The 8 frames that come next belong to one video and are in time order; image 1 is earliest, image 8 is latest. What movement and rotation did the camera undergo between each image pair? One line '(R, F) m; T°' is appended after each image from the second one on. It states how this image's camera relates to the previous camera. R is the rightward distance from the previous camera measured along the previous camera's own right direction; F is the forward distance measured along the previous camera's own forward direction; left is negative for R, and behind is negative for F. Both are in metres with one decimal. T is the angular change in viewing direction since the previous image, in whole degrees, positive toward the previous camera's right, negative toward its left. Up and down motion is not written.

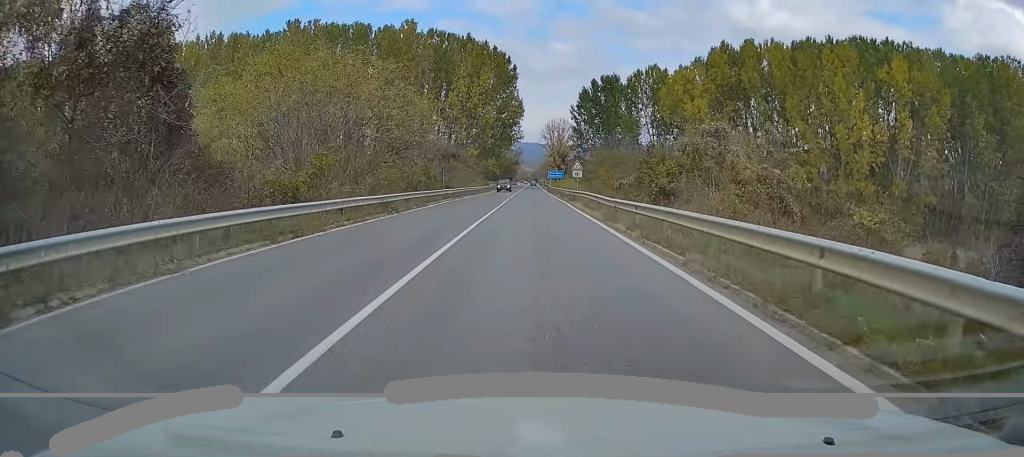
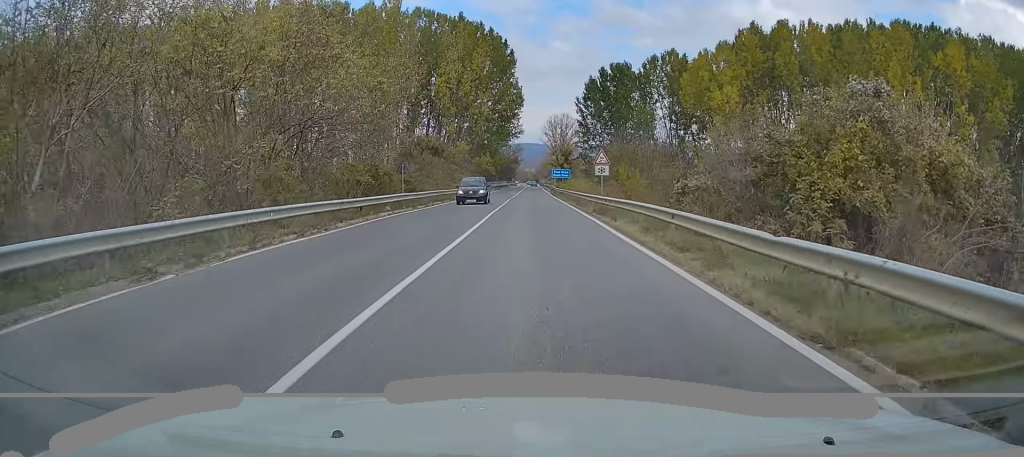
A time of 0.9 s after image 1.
(+0.1, +16.3) m; 0°
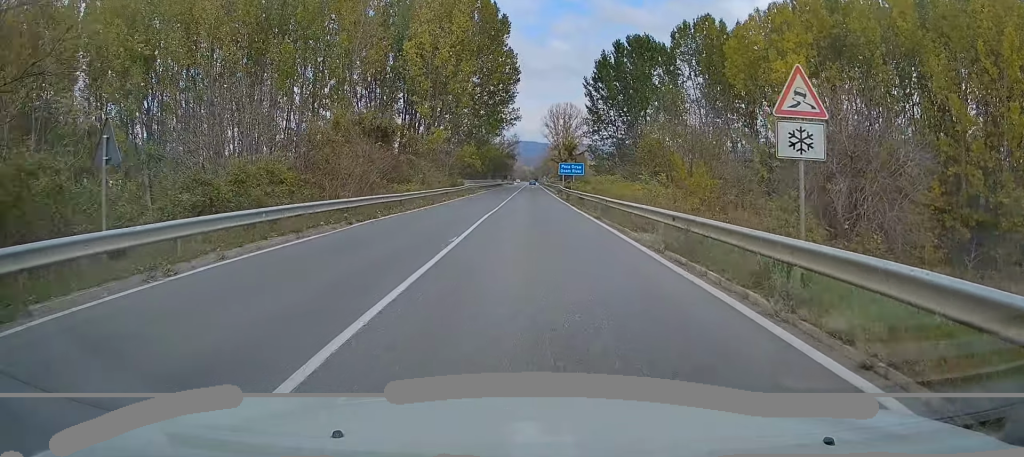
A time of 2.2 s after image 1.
(0.0, +24.6) m; 0°
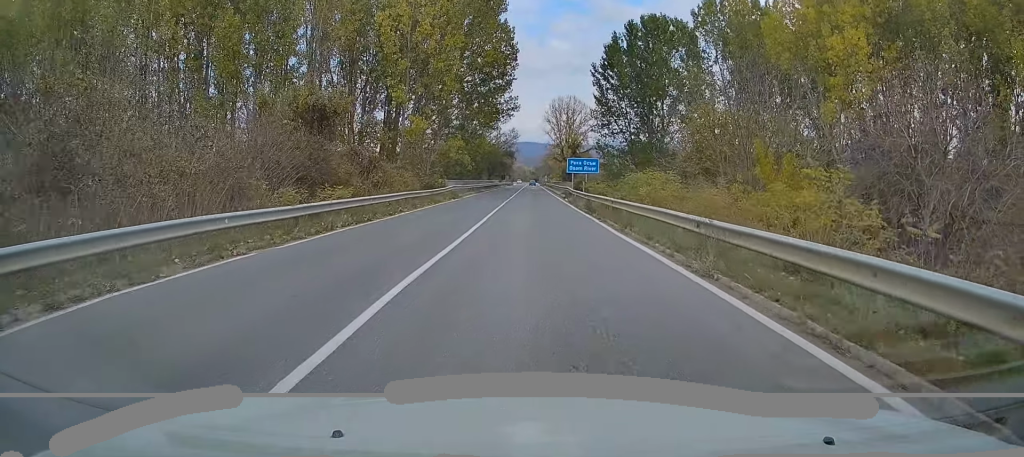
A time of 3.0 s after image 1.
(0.0, +14.0) m; 0°
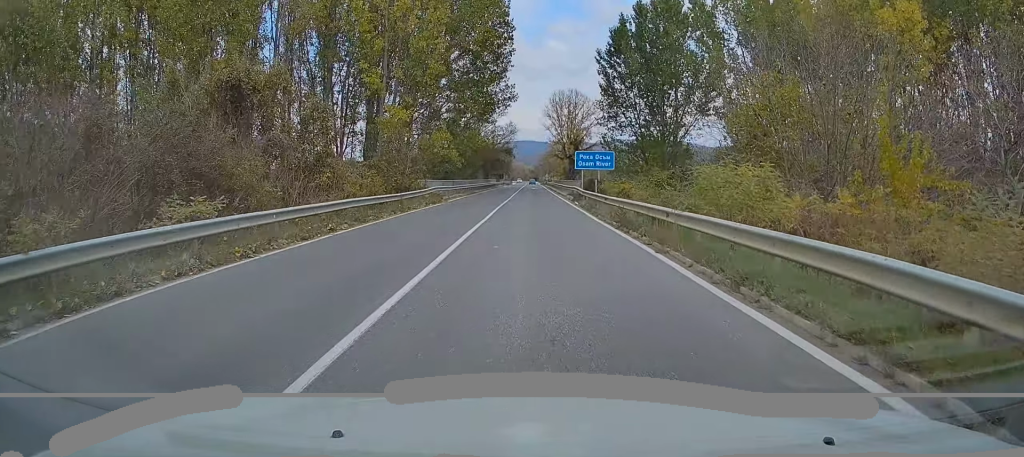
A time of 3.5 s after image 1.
(0.0, +9.7) m; 0°
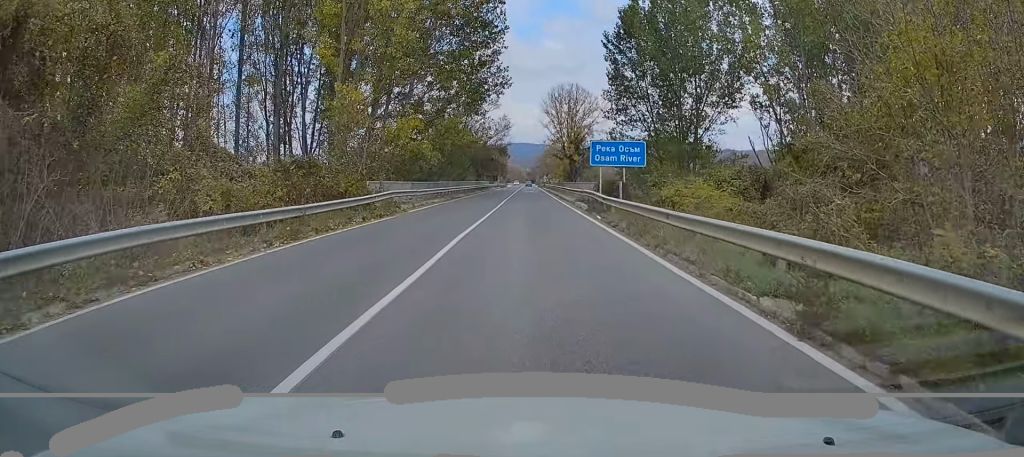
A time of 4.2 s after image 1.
(+0.1, +12.5) m; 0°
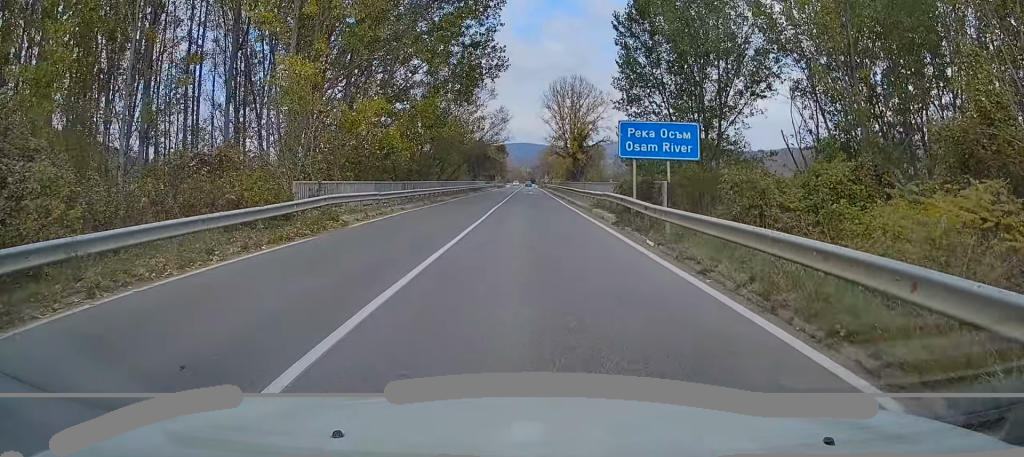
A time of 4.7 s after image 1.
(0.0, +9.4) m; 0°
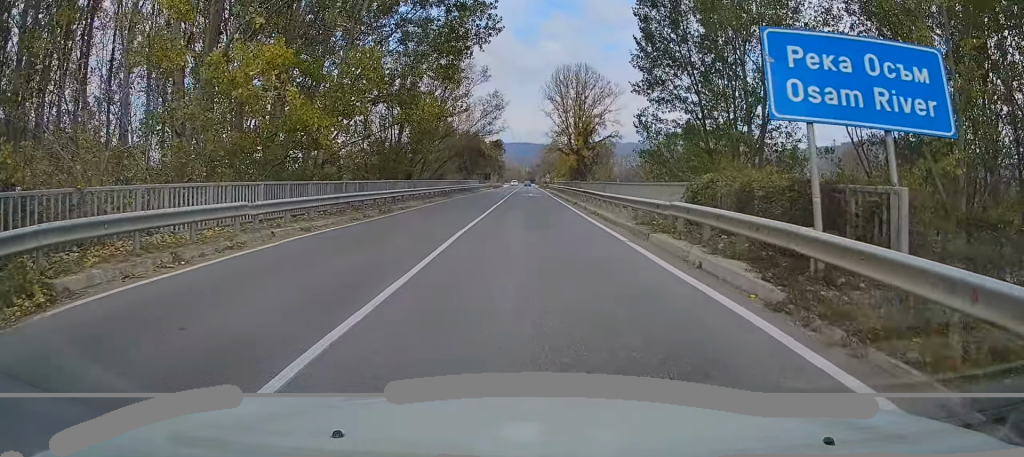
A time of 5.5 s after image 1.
(-0.1, +12.8) m; 0°
